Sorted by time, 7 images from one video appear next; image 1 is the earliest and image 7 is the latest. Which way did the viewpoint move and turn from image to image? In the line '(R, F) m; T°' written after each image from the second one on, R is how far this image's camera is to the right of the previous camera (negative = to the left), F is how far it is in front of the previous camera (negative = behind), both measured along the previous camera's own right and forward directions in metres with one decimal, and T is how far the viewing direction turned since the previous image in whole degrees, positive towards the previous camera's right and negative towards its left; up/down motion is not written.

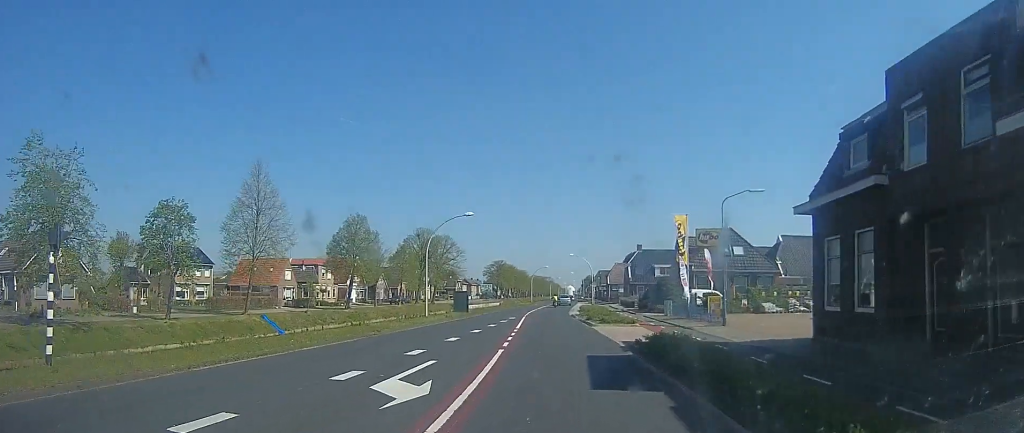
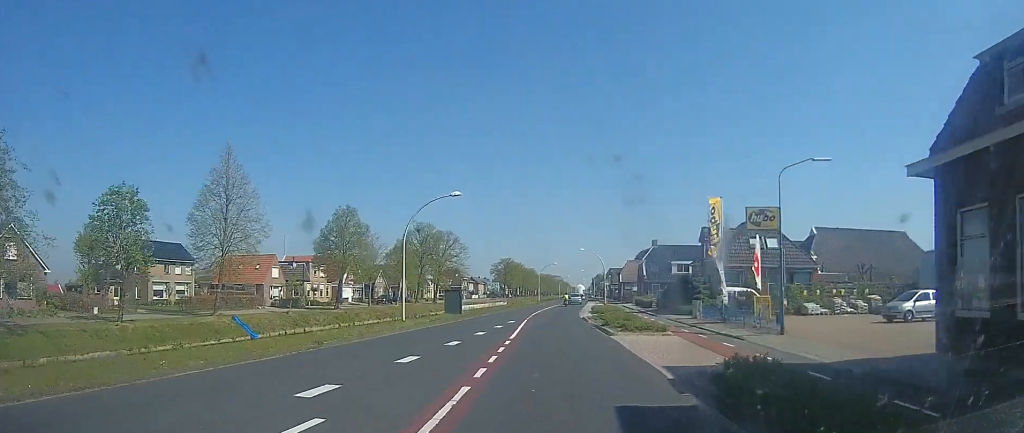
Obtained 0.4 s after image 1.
(0.0, +5.8) m; 0°
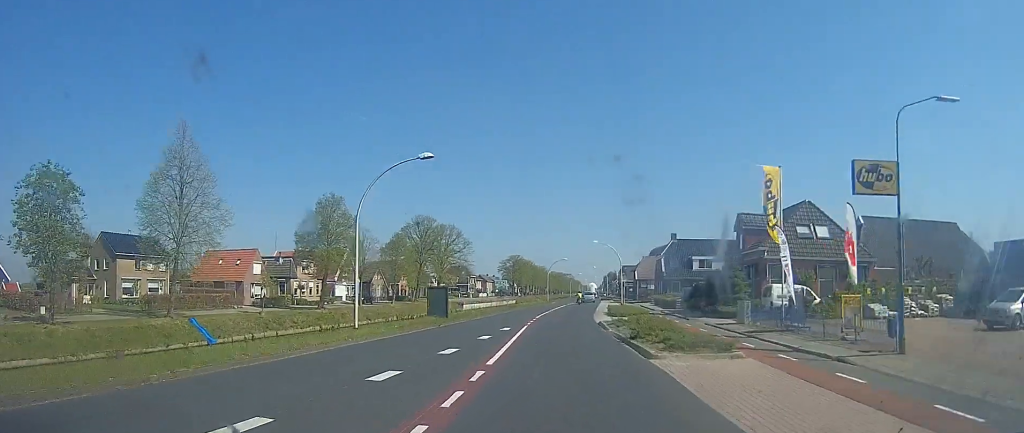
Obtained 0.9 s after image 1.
(0.0, +6.6) m; 0°
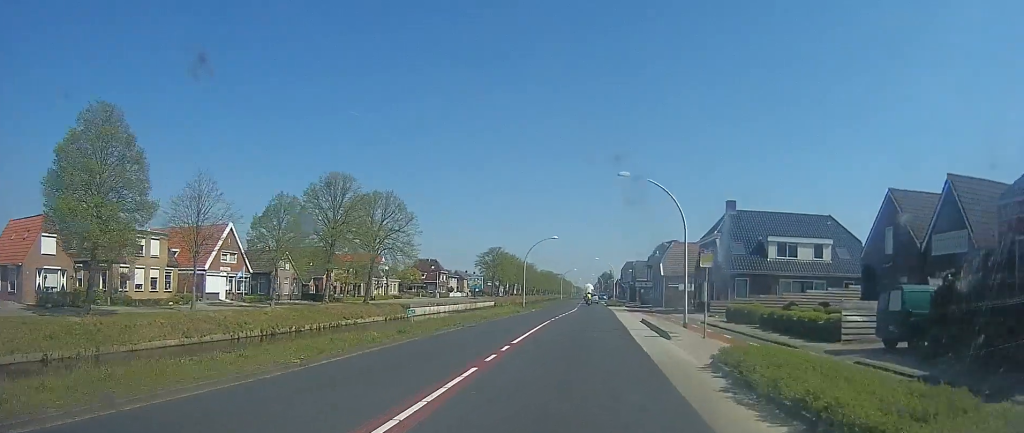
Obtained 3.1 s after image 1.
(0.0, +29.3) m; 0°
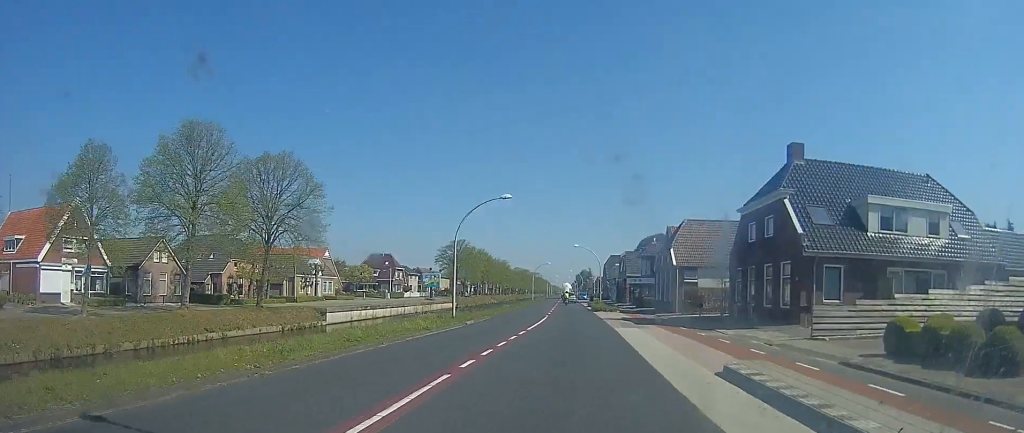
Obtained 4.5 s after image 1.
(0.0, +18.2) m; +1°
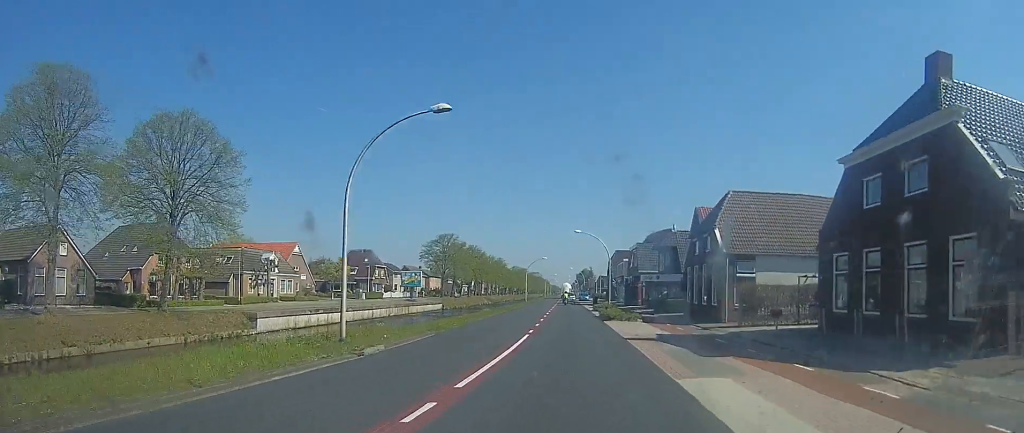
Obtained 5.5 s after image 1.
(+0.2, +12.4) m; +1°
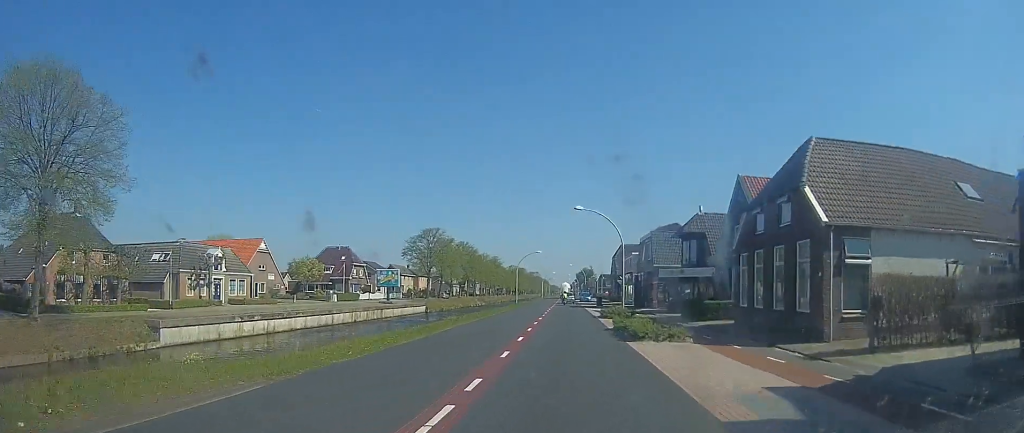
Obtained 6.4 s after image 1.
(+0.4, +11.0) m; -2°
